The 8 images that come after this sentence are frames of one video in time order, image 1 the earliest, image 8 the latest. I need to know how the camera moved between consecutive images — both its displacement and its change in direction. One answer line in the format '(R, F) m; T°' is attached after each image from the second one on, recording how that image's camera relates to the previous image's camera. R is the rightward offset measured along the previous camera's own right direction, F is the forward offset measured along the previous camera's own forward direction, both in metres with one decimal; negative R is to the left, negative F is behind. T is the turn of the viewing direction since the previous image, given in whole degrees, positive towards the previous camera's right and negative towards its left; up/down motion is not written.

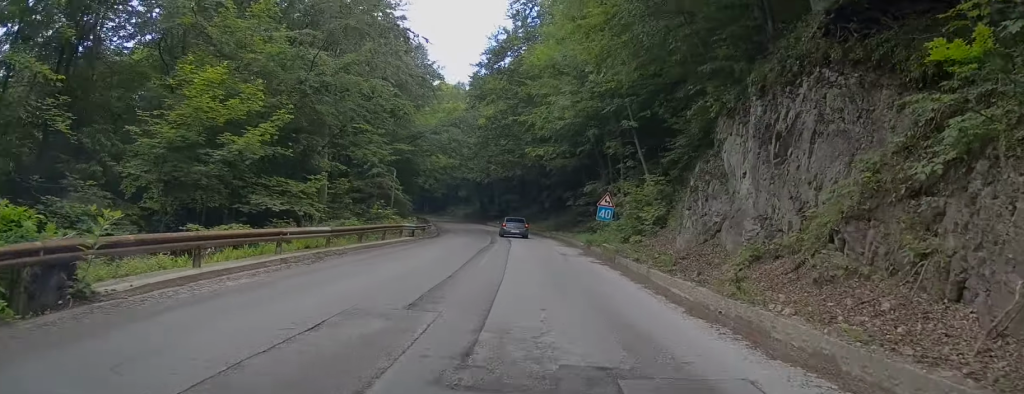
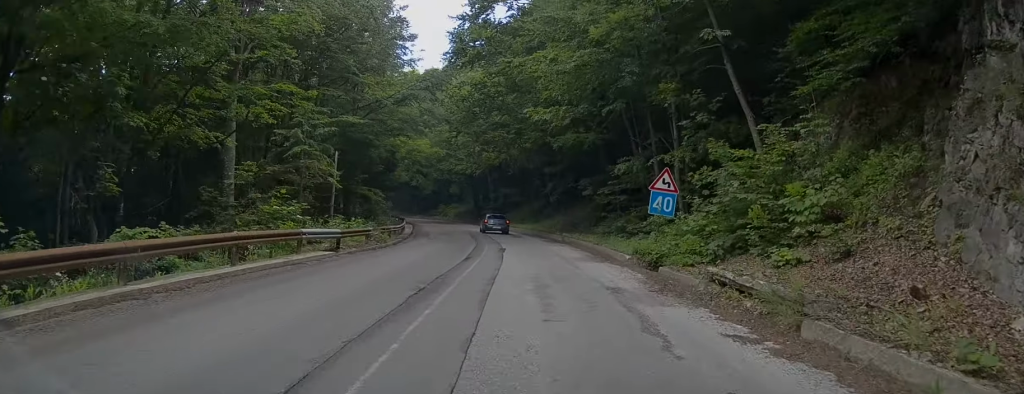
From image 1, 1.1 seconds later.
(-0.2, +13.0) m; -1°
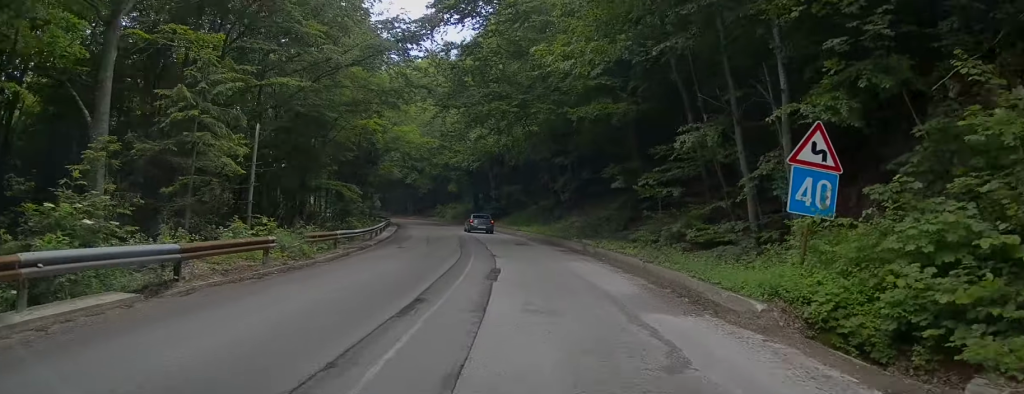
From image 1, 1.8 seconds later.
(+0.1, +9.6) m; 0°
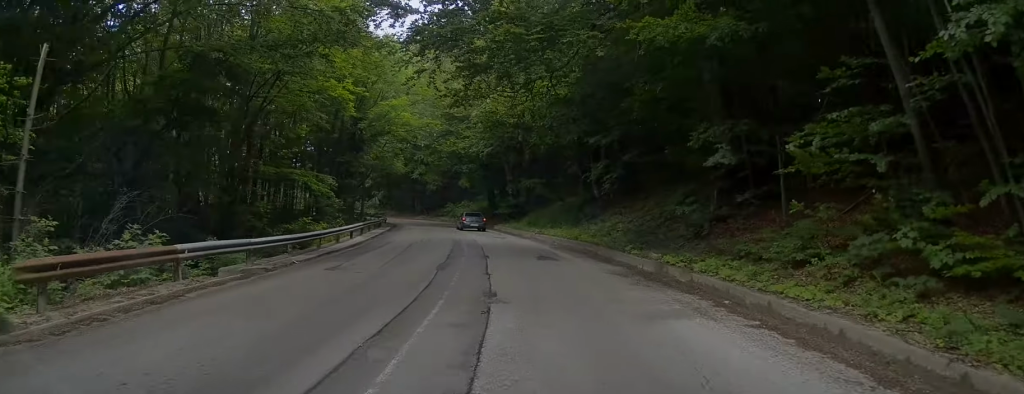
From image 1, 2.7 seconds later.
(0.0, +11.1) m; -2°
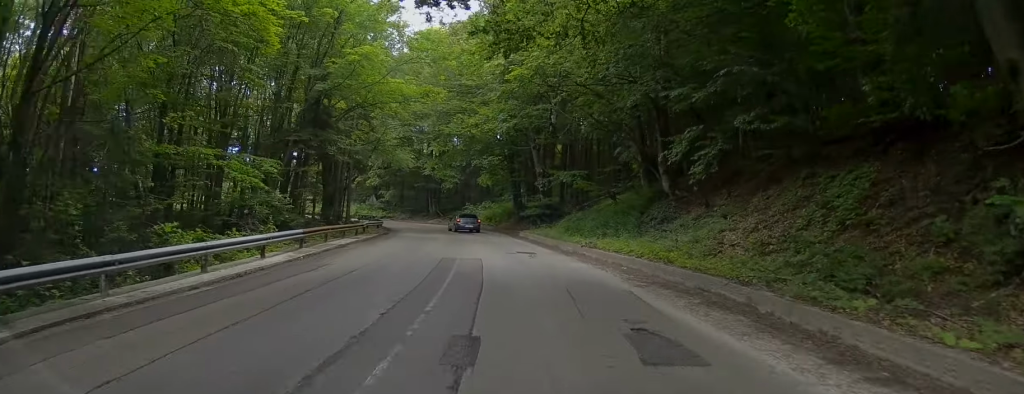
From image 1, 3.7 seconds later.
(-0.5, +13.2) m; -4°
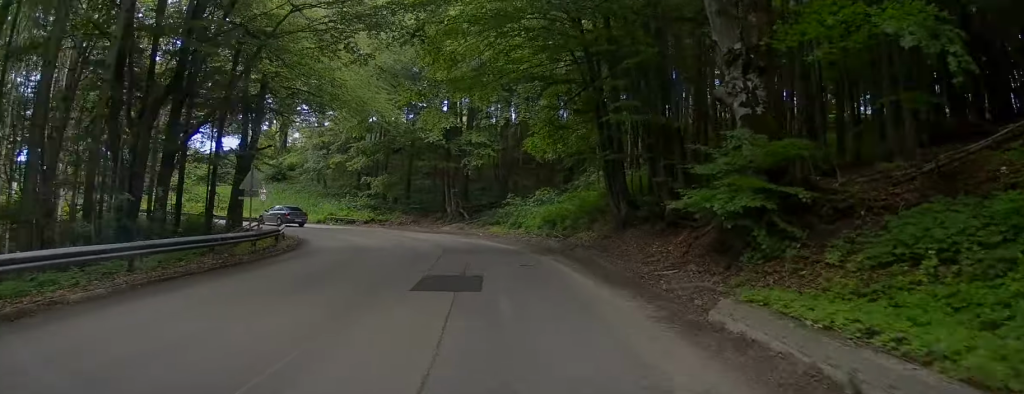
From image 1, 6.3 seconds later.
(-1.5, +32.4) m; -6°
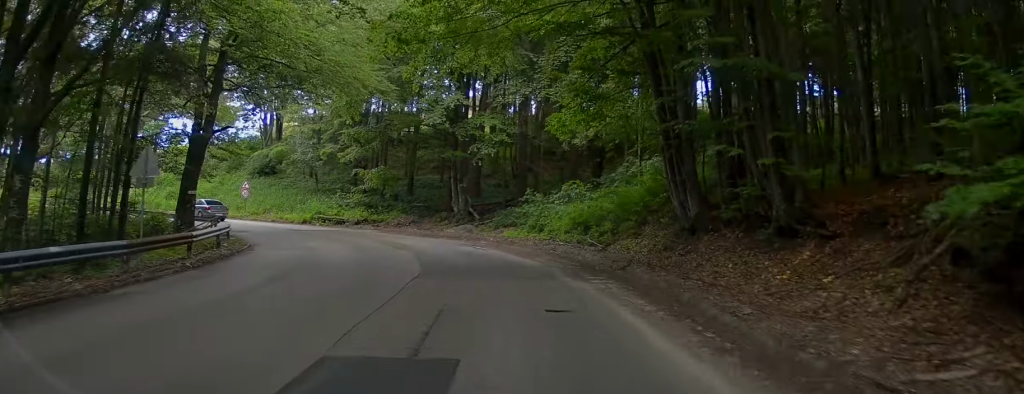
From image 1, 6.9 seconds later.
(0.0, +7.3) m; -3°
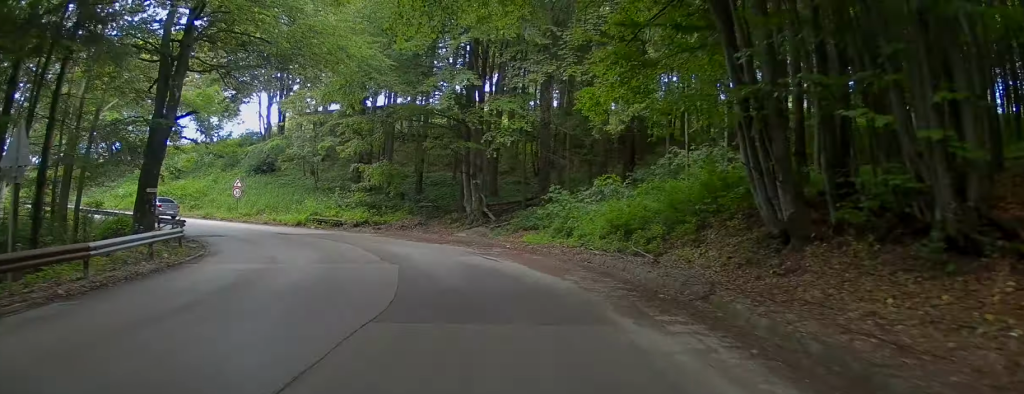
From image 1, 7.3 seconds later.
(-0.1, +5.0) m; -4°
